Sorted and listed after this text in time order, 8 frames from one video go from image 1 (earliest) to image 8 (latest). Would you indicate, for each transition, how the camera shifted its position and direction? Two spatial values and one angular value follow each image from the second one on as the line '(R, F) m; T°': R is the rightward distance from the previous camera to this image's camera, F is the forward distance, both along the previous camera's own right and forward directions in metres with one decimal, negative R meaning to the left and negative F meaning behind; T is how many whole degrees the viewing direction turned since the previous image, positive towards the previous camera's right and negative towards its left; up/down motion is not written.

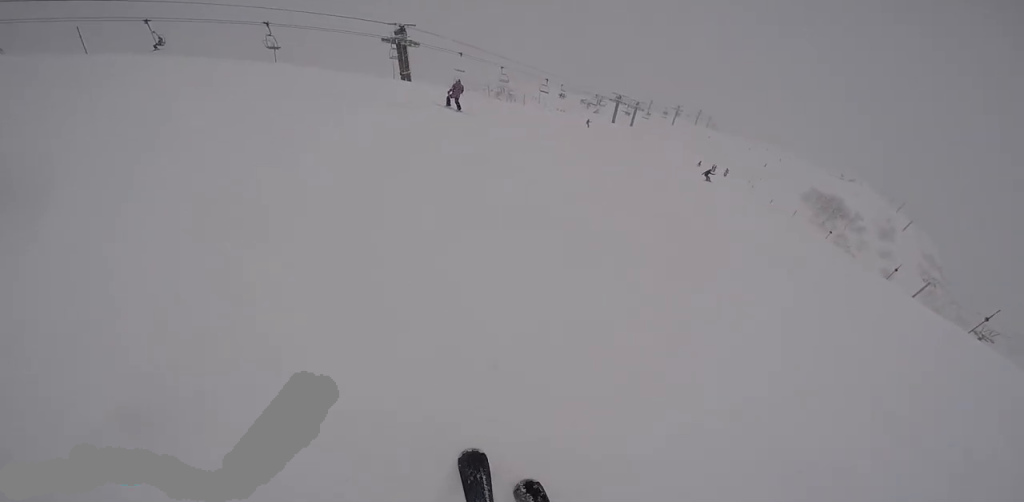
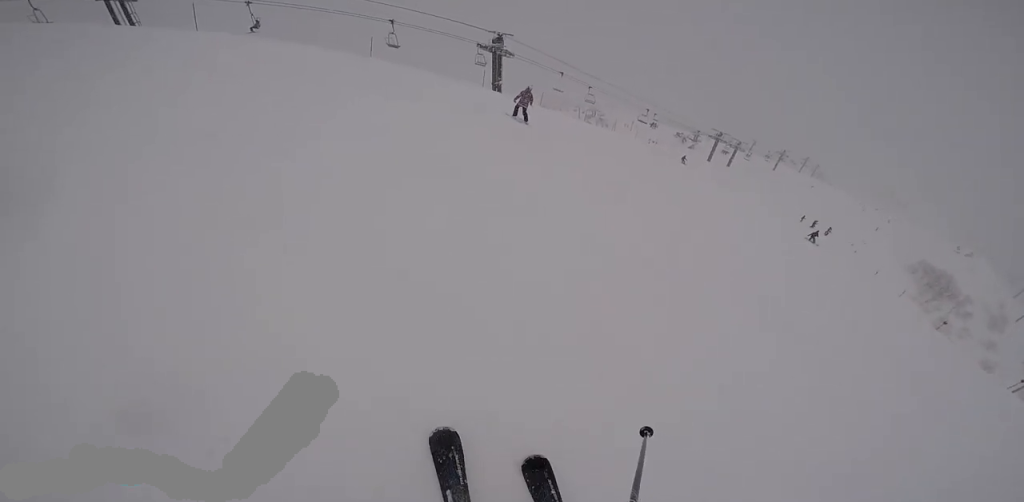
(+0.1, +1.5) m; 0°
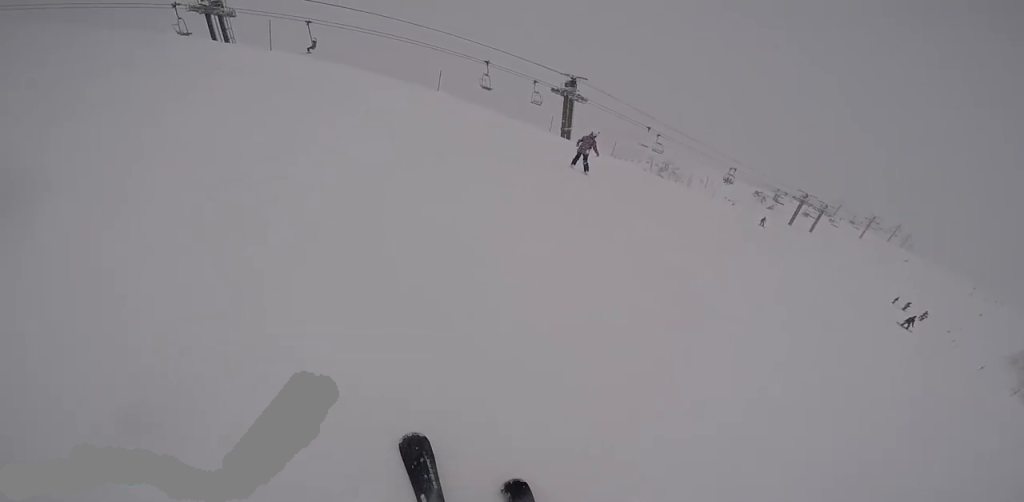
(+0.6, +2.1) m; -4°
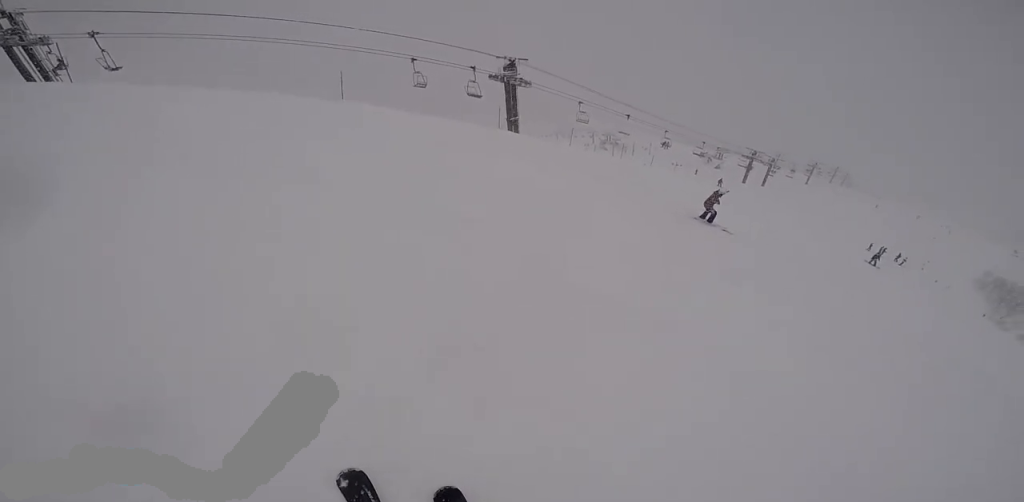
(-3.4, +5.7) m; -27°
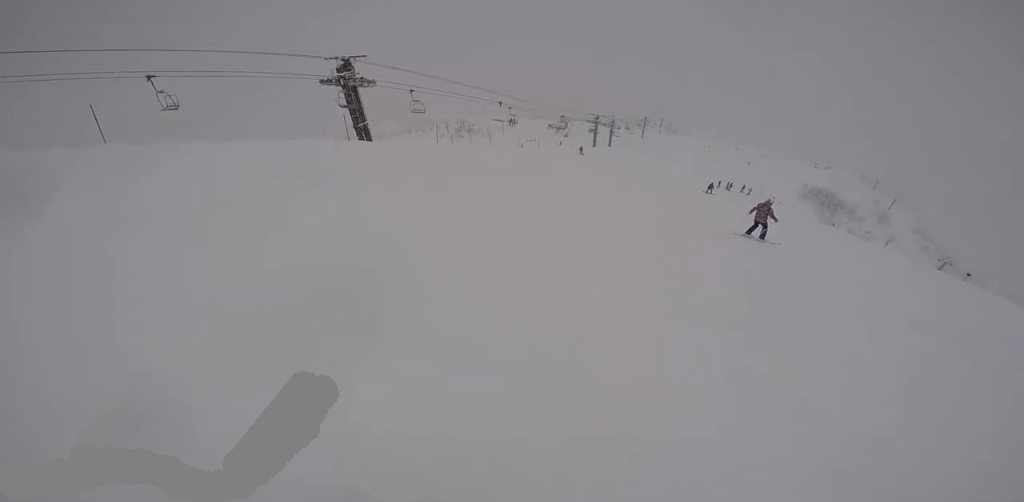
(+1.6, +3.8) m; +43°
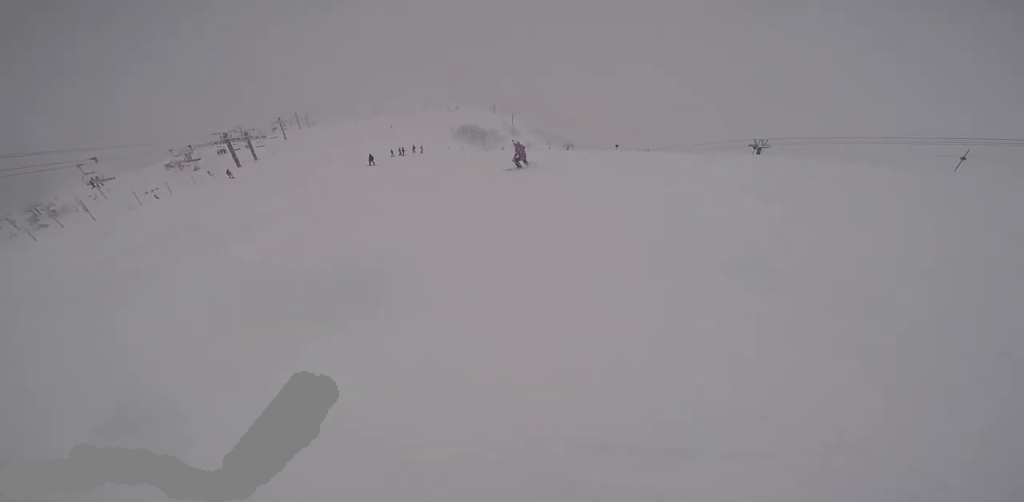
(+1.0, +3.7) m; +29°
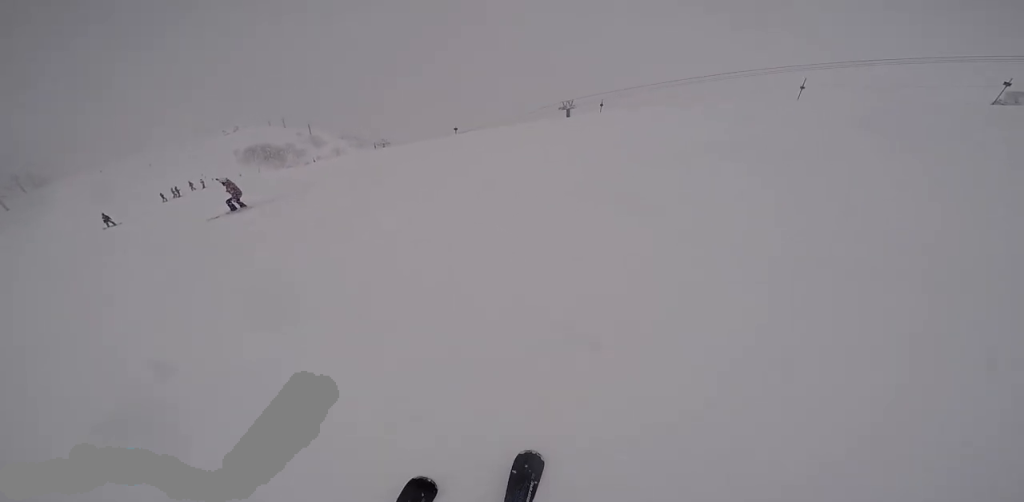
(+1.1, +4.1) m; +27°
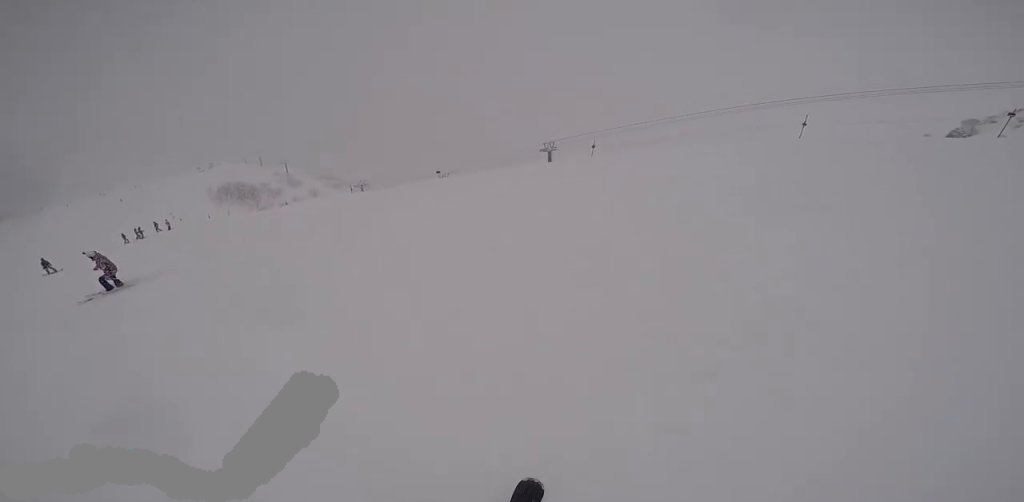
(+0.4, +2.0) m; +10°
